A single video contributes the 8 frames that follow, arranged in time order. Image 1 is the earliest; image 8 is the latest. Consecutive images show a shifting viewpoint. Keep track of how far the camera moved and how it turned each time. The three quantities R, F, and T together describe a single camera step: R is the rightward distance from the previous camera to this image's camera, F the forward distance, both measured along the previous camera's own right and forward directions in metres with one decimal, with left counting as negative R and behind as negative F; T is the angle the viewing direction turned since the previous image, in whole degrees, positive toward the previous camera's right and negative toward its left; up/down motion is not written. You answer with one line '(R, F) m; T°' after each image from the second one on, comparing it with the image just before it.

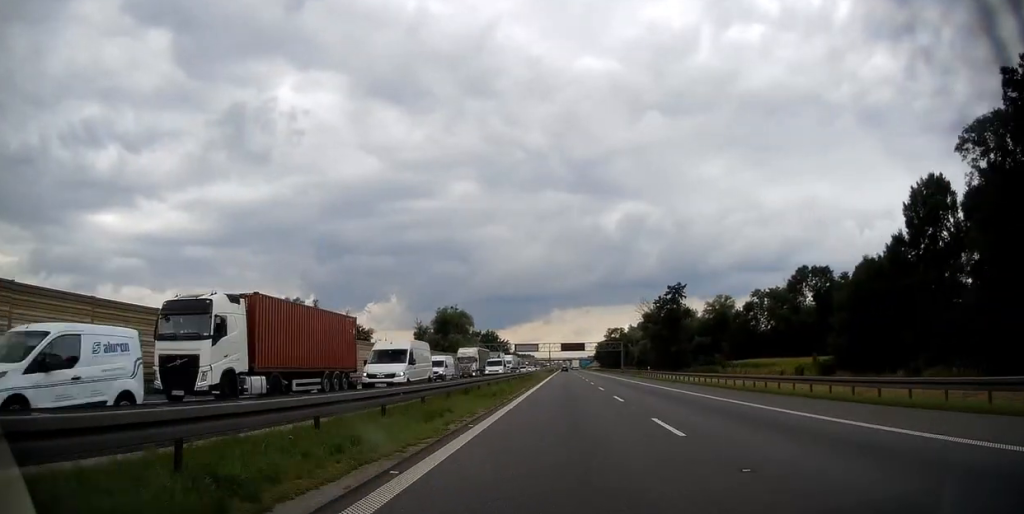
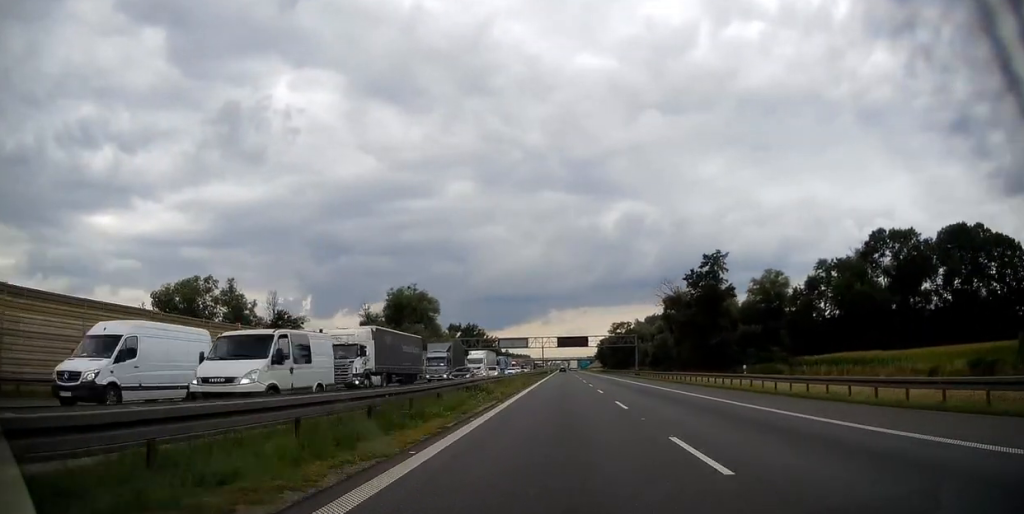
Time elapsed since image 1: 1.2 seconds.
(+0.2, +40.2) m; 0°
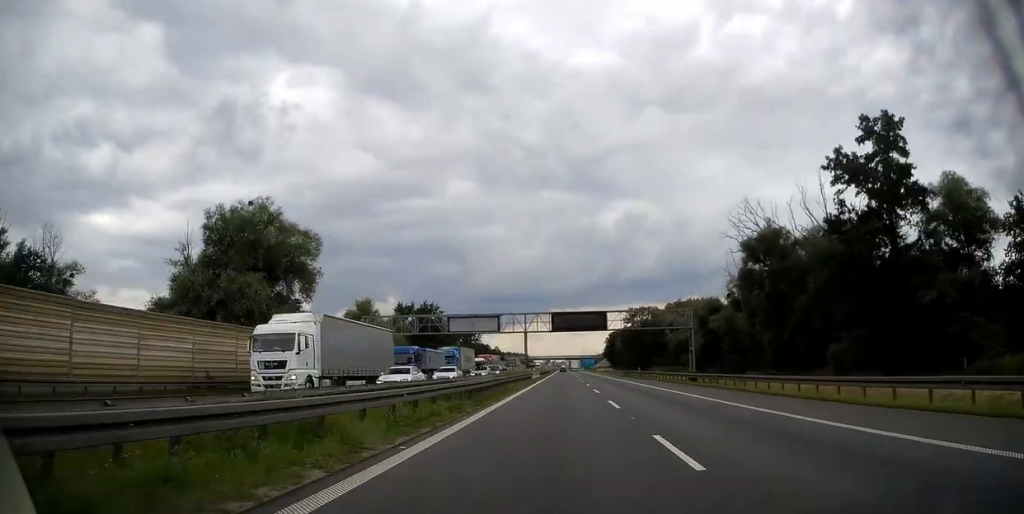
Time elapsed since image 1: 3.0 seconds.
(-0.2, +59.7) m; 0°
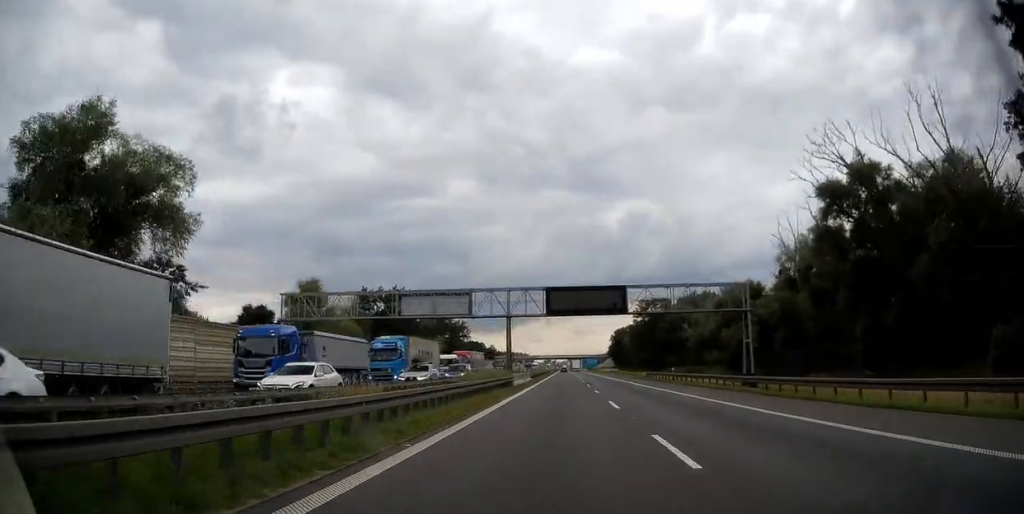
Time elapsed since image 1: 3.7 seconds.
(+0.1, +23.9) m; 0°
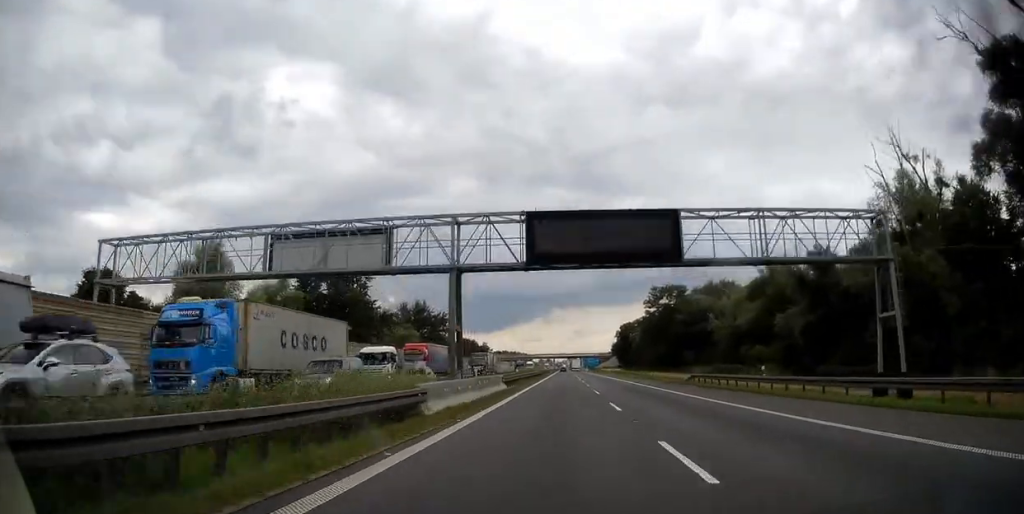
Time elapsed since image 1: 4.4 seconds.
(0.0, +25.1) m; 0°
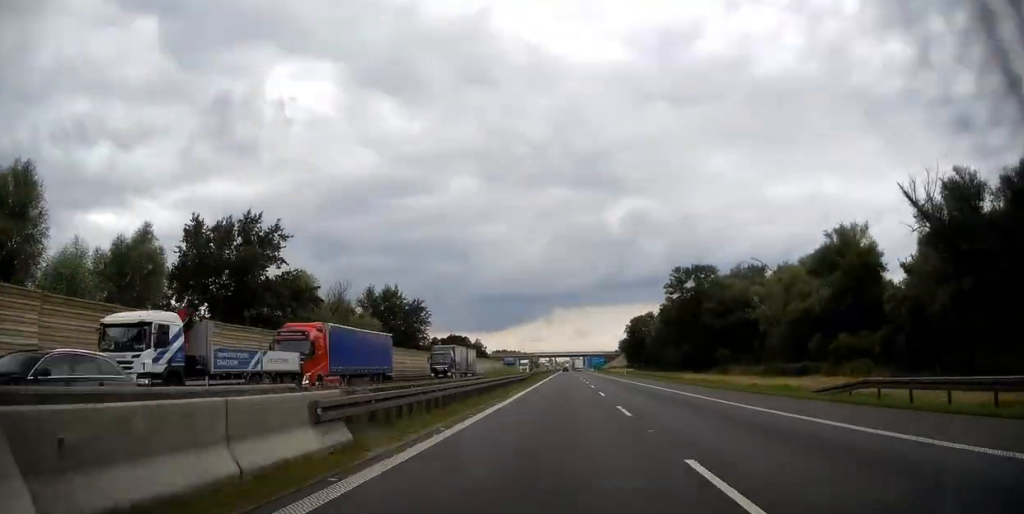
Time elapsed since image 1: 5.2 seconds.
(-0.1, +26.4) m; 0°
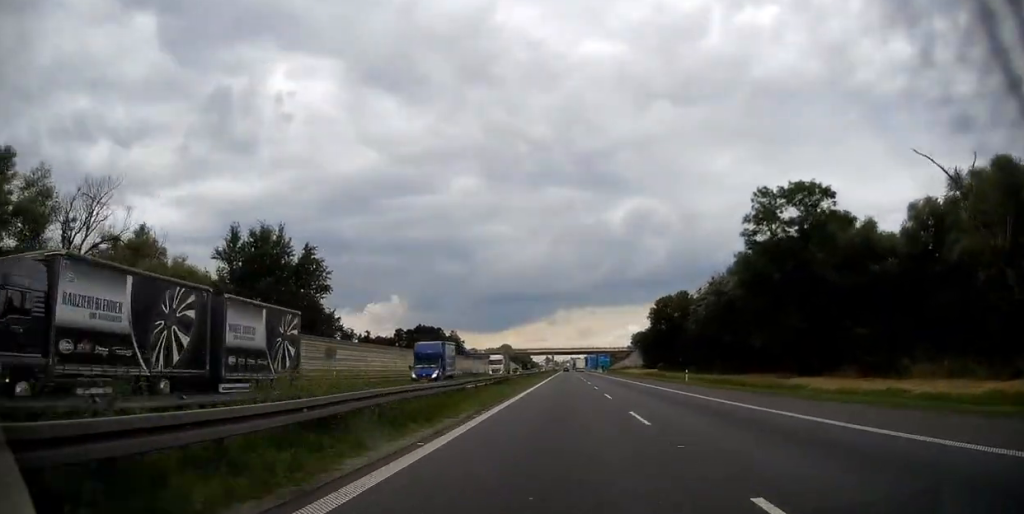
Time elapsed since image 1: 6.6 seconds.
(+0.1, +51.0) m; 0°
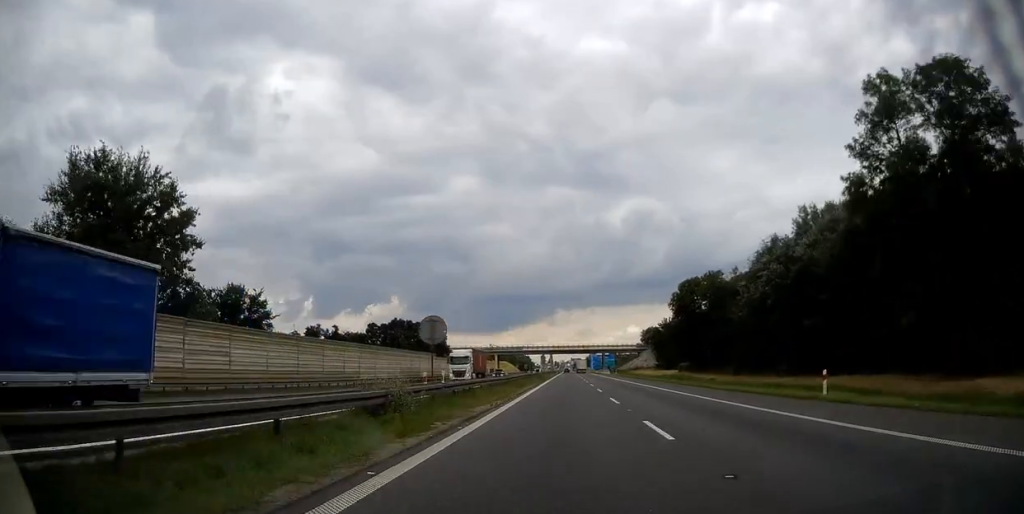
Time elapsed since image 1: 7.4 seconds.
(+0.1, +27.0) m; 0°
